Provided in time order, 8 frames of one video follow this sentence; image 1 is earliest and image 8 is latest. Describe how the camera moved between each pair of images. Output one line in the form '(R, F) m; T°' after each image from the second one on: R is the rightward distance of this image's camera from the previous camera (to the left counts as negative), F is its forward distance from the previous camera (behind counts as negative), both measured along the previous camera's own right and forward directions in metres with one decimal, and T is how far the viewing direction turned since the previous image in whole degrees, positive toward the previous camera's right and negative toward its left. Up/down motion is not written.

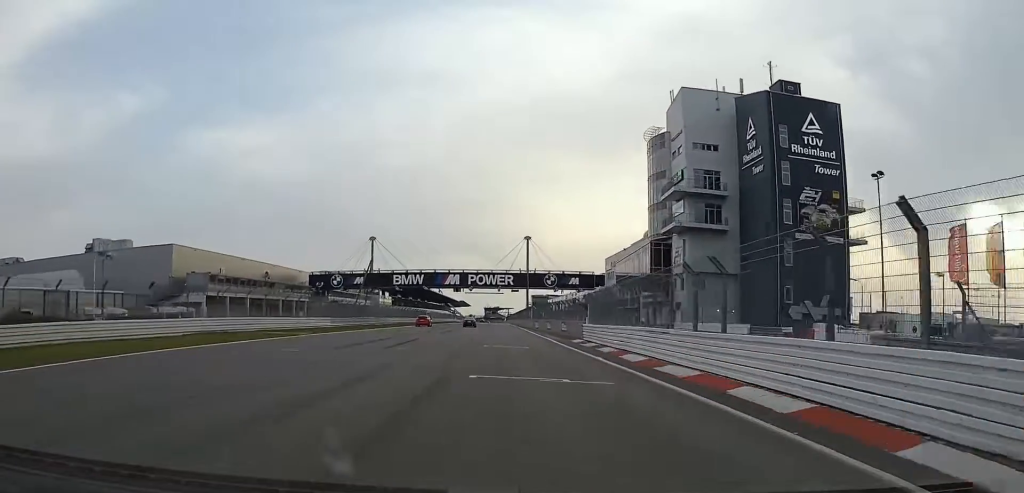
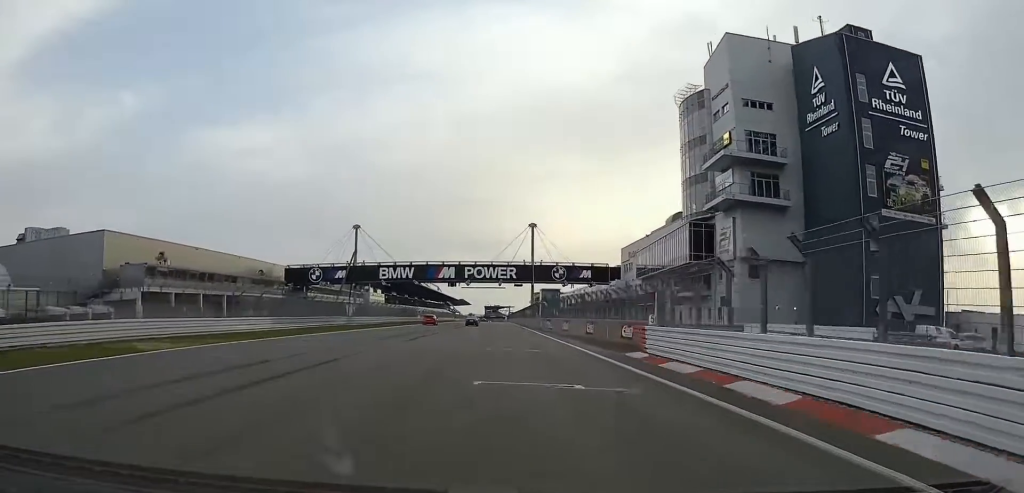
(0.0, +17.7) m; 0°
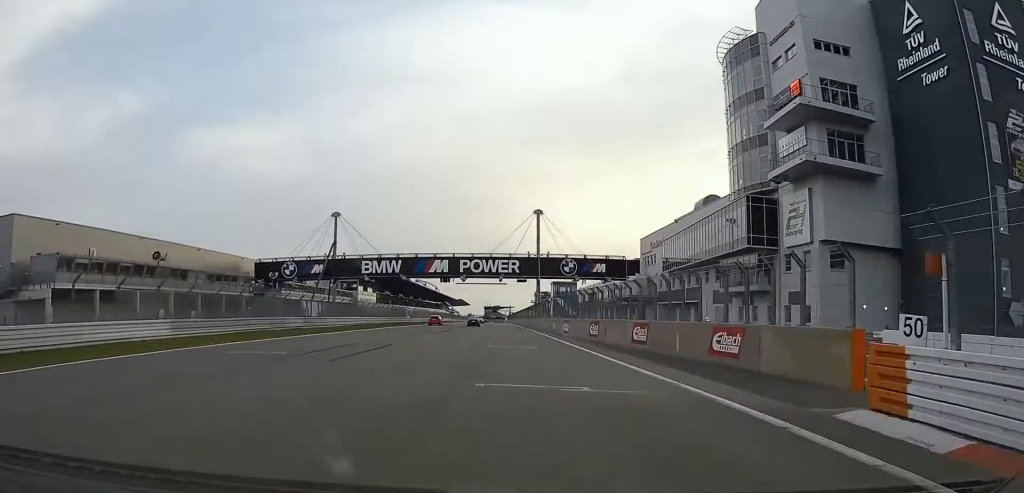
(+0.1, +16.7) m; 0°
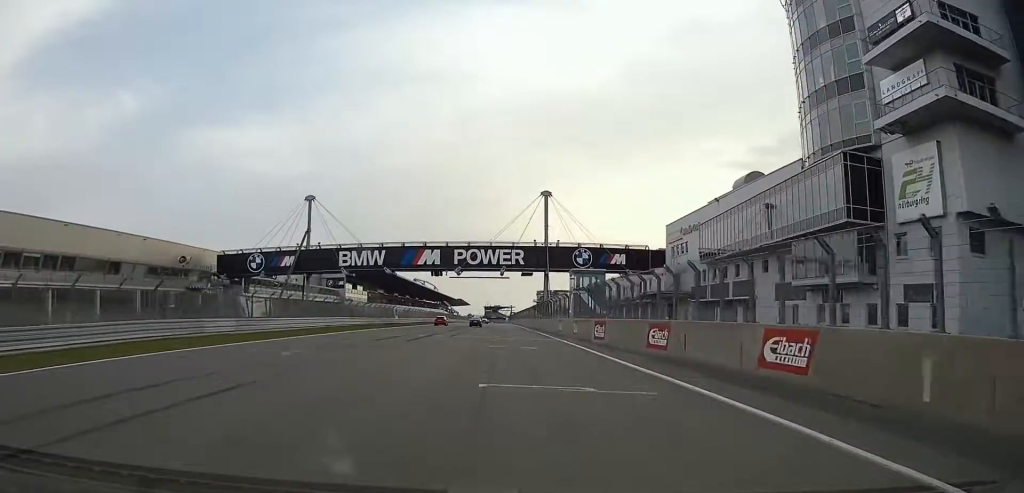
(-0.2, +16.5) m; 0°
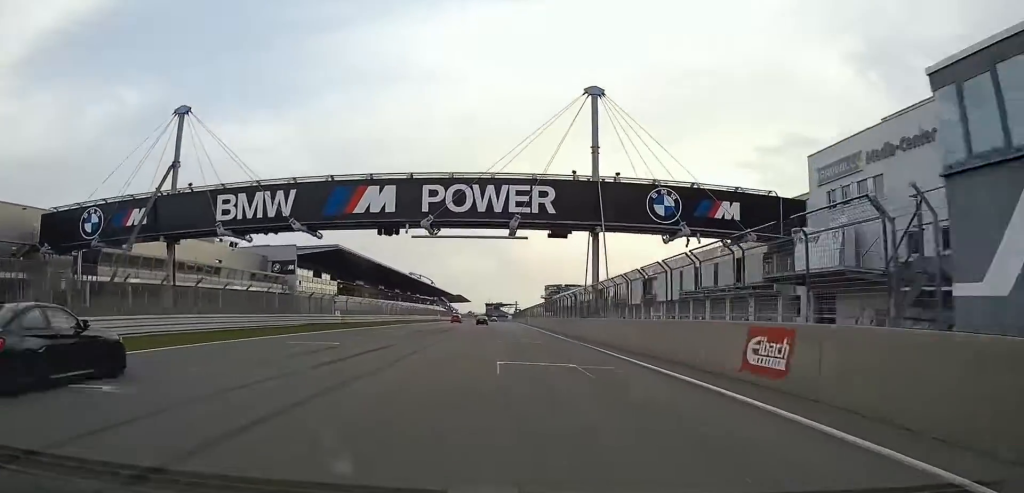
(+0.2, +43.7) m; 0°
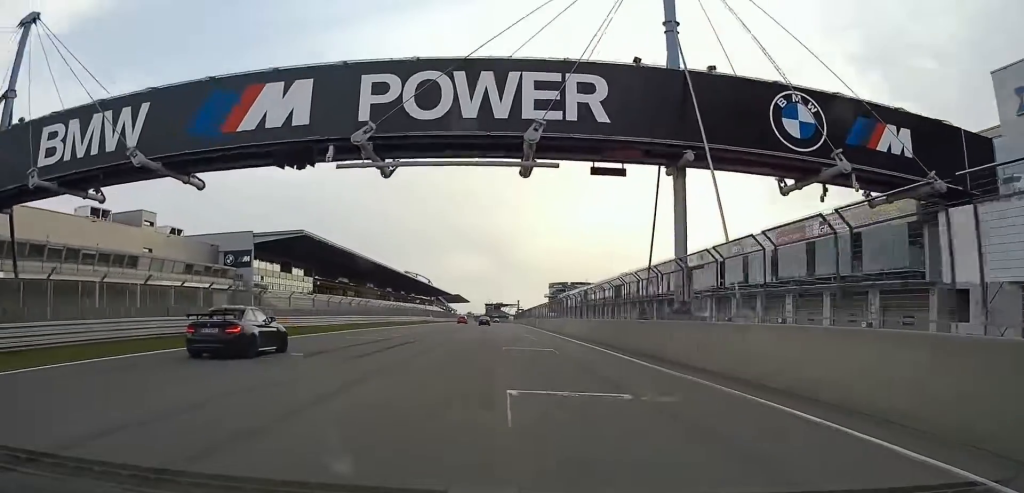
(0.0, +22.3) m; 0°
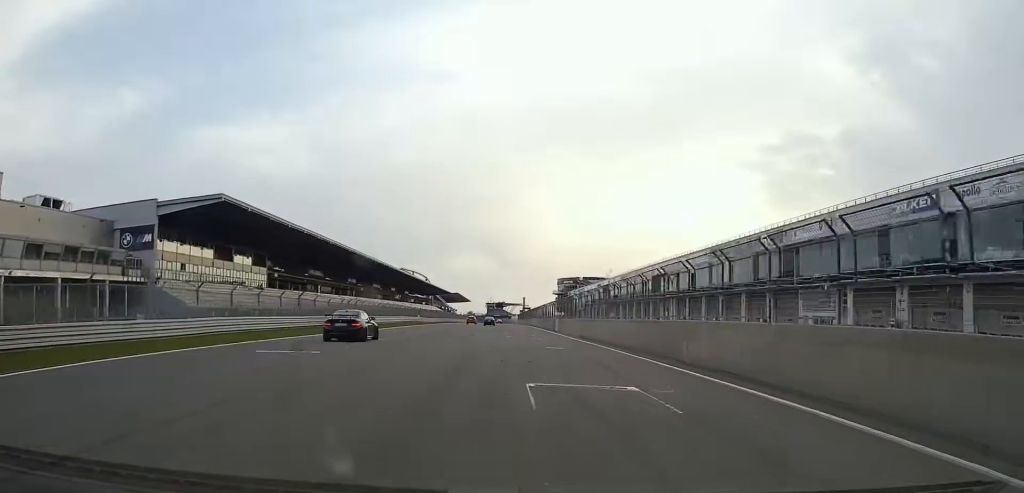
(-0.1, +31.4) m; 0°
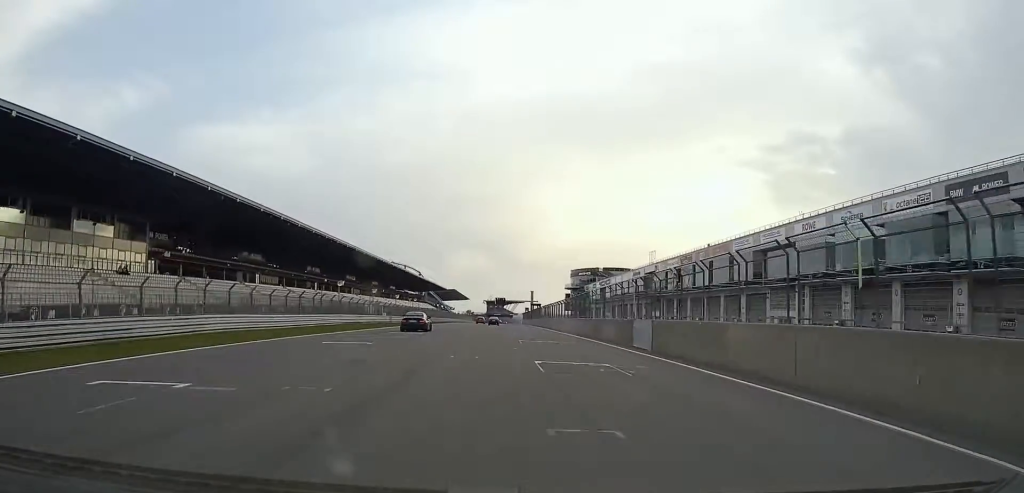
(-0.1, +42.4) m; 0°
